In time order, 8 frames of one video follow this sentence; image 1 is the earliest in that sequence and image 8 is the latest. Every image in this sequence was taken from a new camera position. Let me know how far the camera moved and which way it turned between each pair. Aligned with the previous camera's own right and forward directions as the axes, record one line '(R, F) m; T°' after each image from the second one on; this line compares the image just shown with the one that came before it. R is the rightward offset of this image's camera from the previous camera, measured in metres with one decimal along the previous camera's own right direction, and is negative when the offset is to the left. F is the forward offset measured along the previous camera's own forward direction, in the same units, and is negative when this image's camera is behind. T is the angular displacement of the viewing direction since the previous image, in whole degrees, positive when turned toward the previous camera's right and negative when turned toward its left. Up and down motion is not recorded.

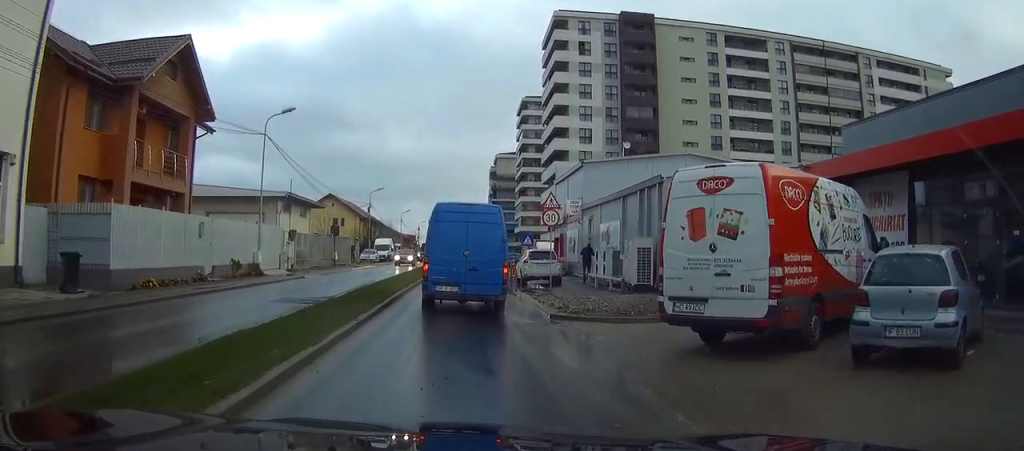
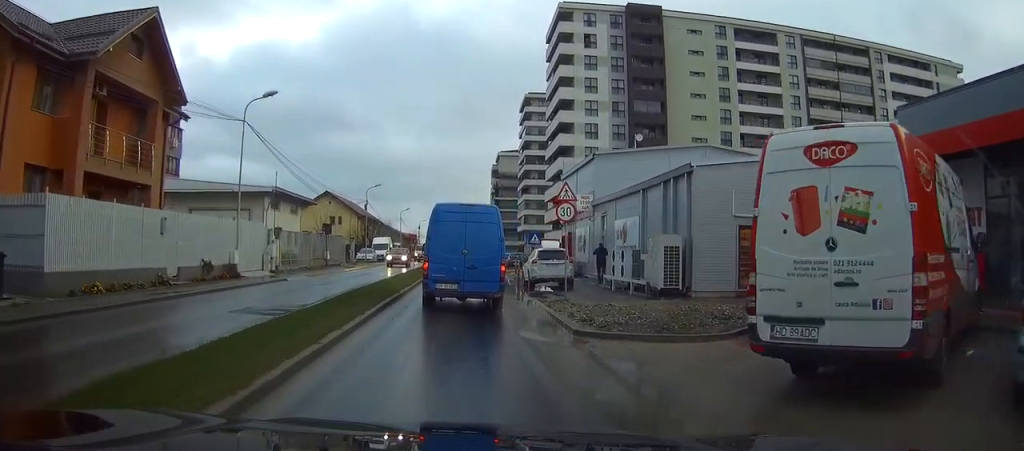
(0.0, +3.3) m; 0°
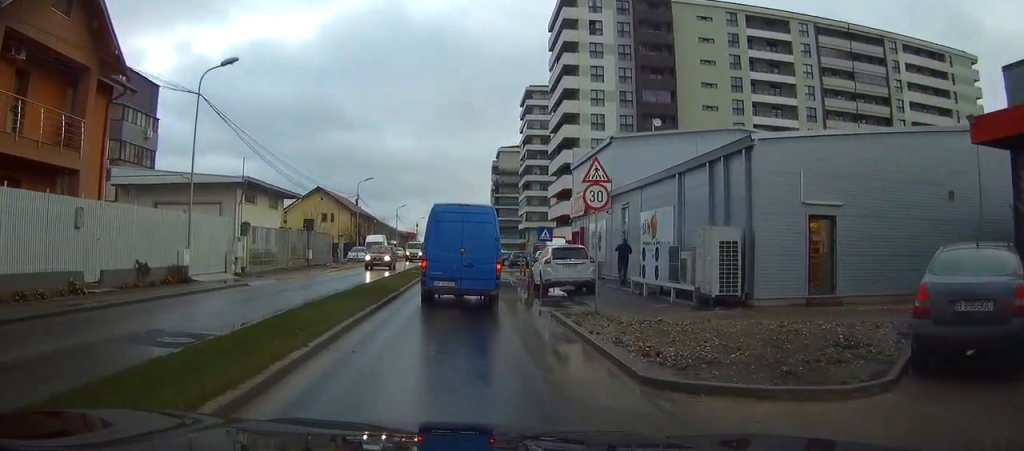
(-0.1, +5.0) m; -1°
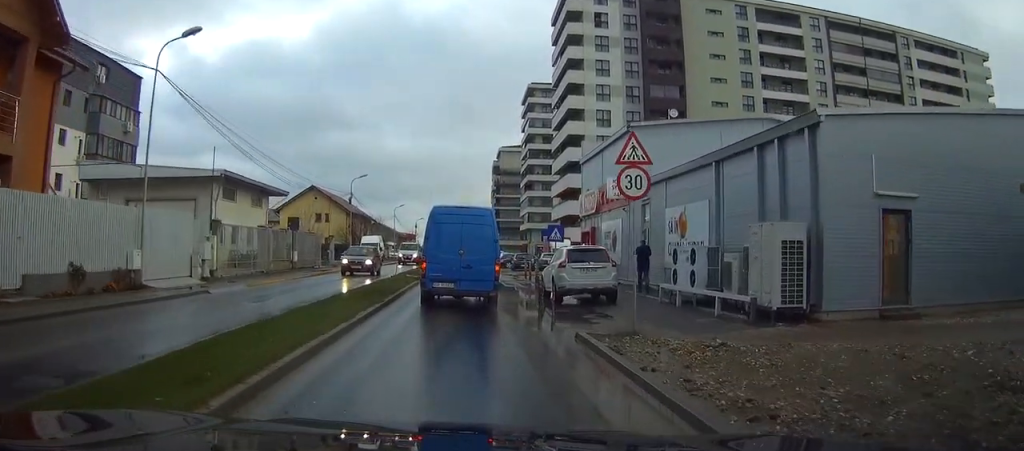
(0.0, +3.6) m; 0°
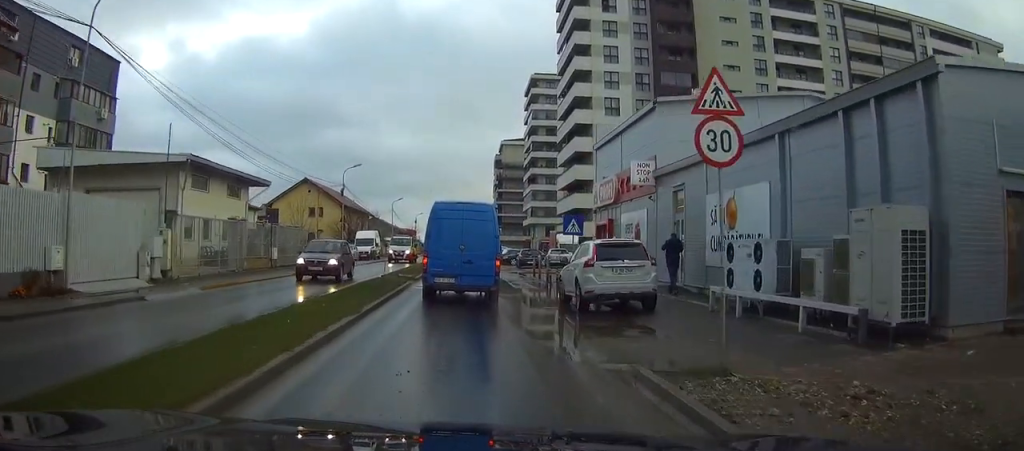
(0.0, +4.2) m; 0°
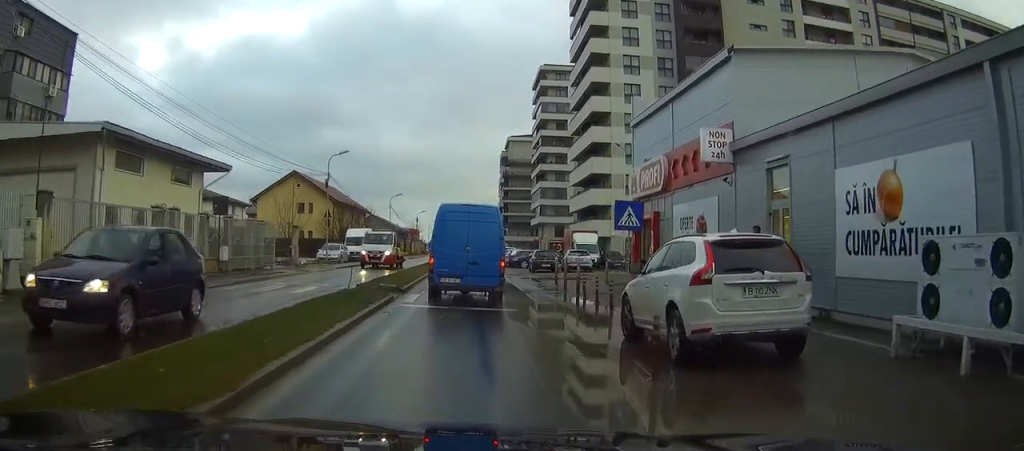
(0.0, +7.6) m; +1°
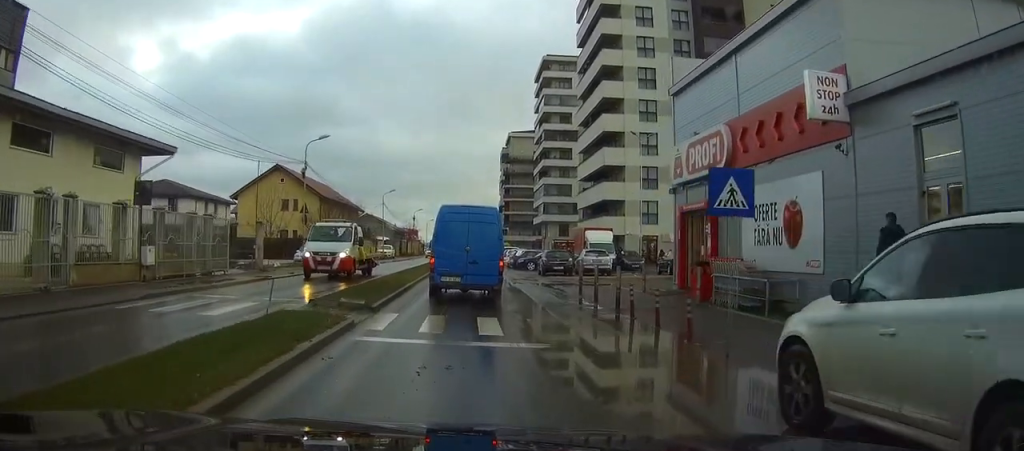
(+0.1, +6.5) m; 0°
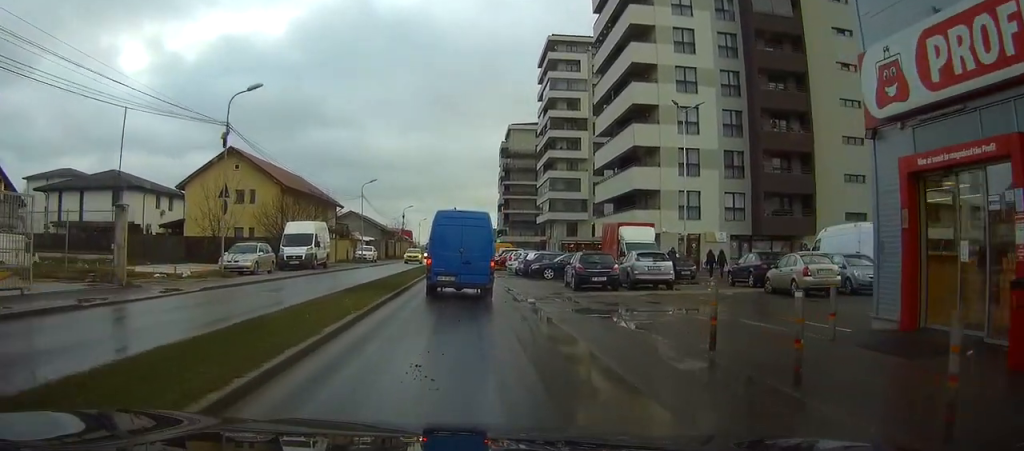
(-0.1, +13.0) m; -1°
